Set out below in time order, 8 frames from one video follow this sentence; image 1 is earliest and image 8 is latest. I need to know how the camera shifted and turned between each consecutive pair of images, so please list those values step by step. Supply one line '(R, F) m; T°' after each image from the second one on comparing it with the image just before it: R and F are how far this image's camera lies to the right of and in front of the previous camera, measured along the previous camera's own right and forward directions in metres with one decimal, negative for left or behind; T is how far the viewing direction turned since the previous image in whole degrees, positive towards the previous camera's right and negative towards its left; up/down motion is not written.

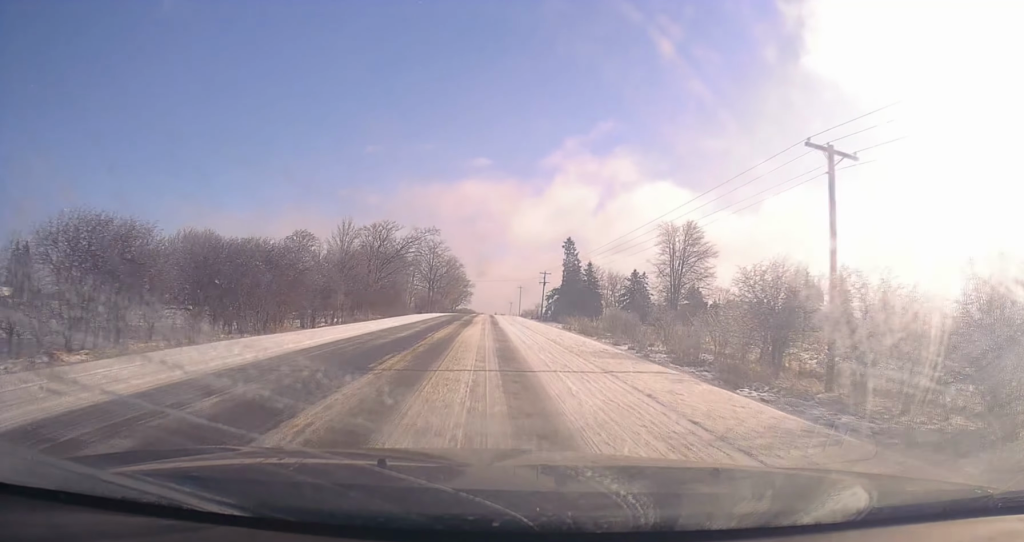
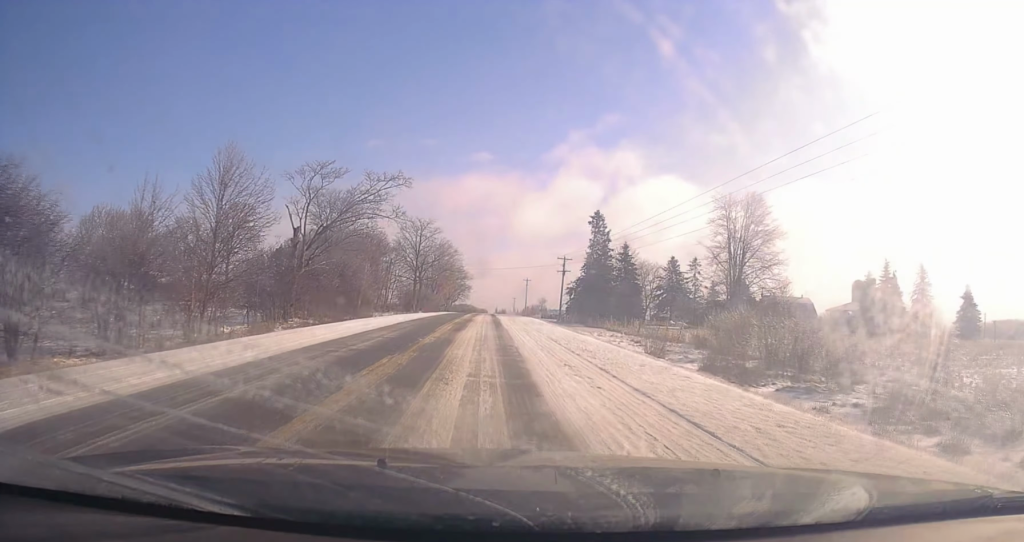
(0.0, +26.6) m; +1°
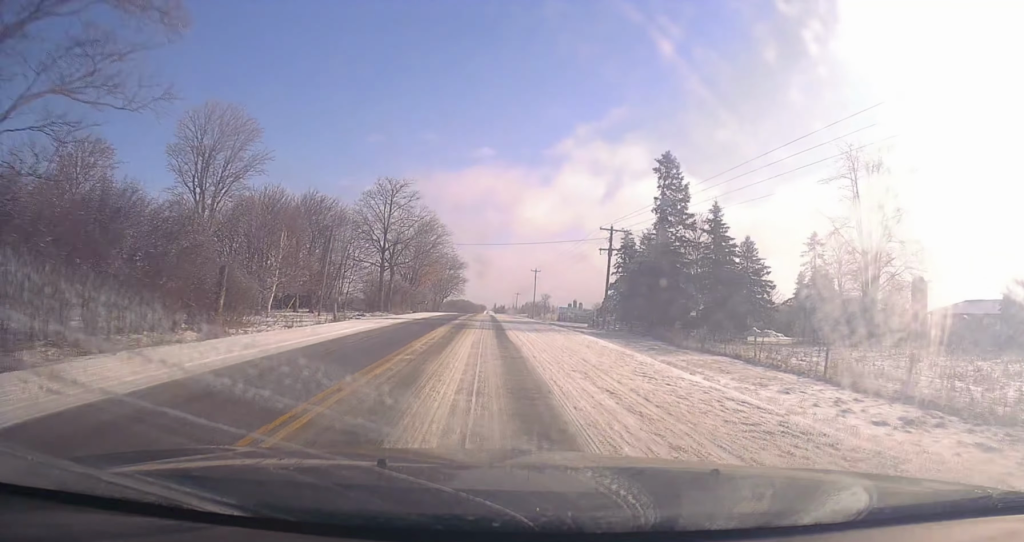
(+0.5, +31.6) m; +1°
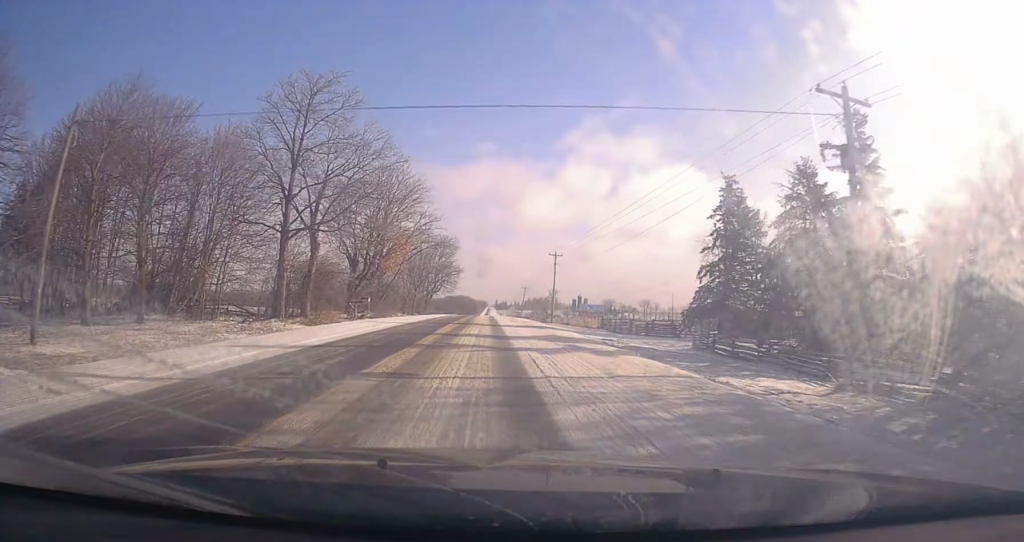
(+0.2, +35.4) m; -1°
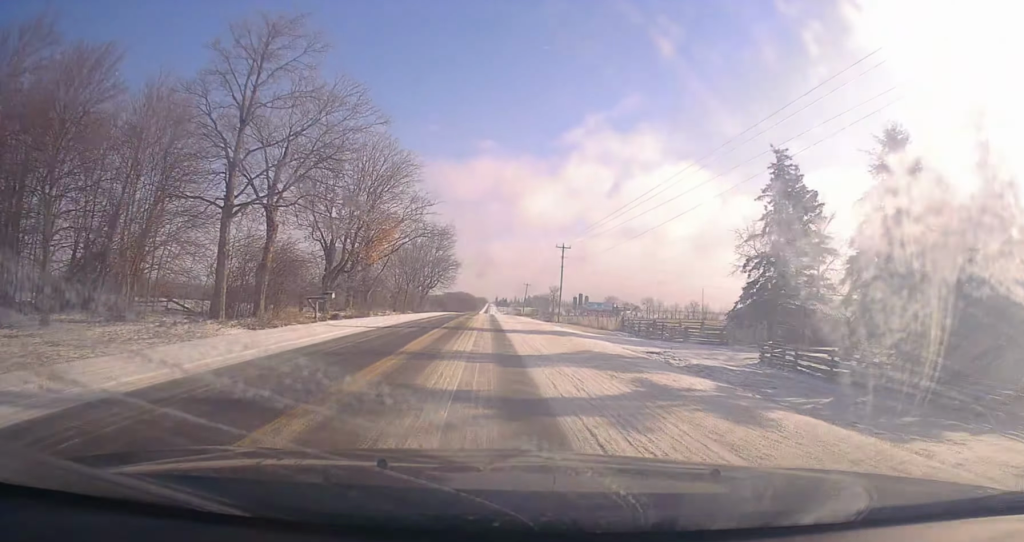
(0.0, +9.5) m; -1°
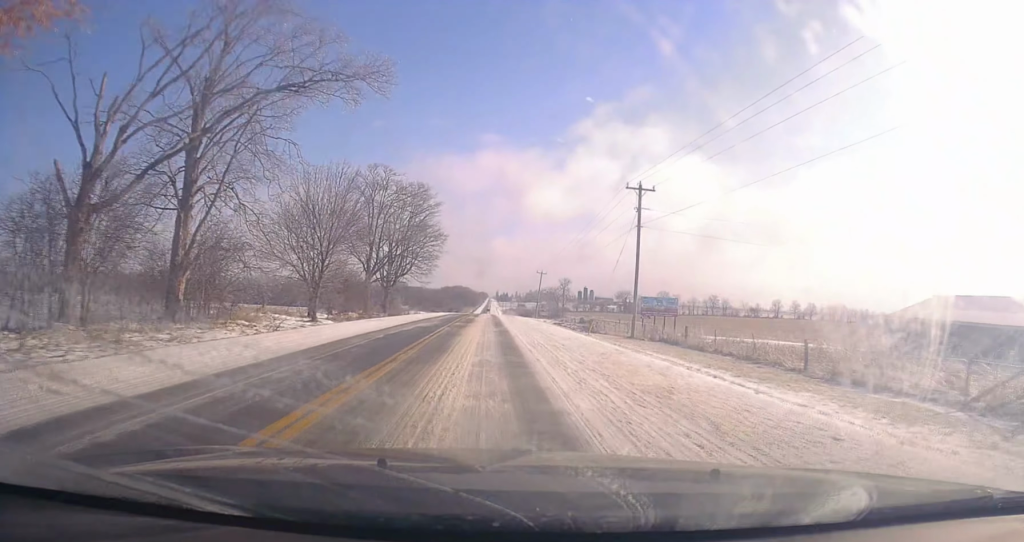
(-0.3, +41.0) m; +1°
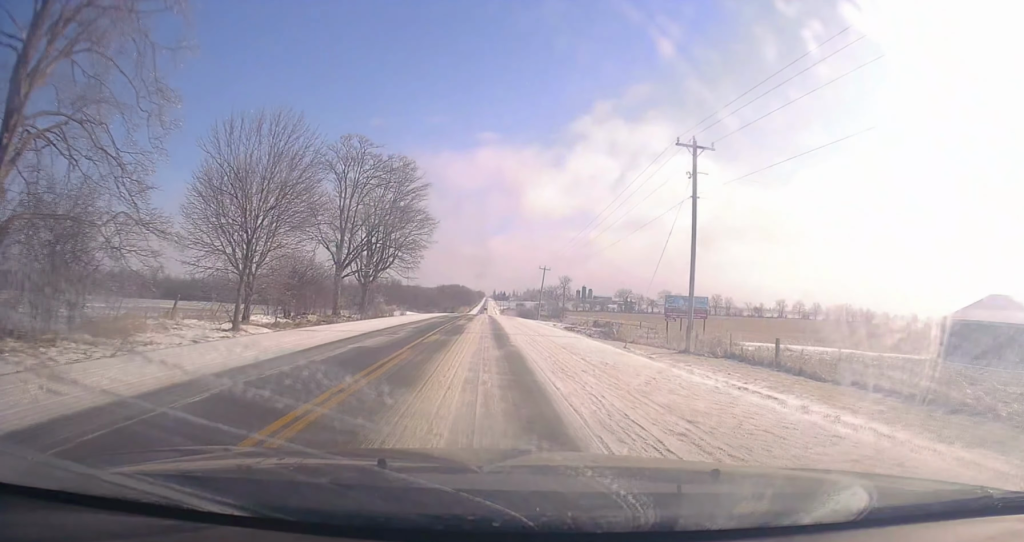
(+0.1, +12.2) m; +1°
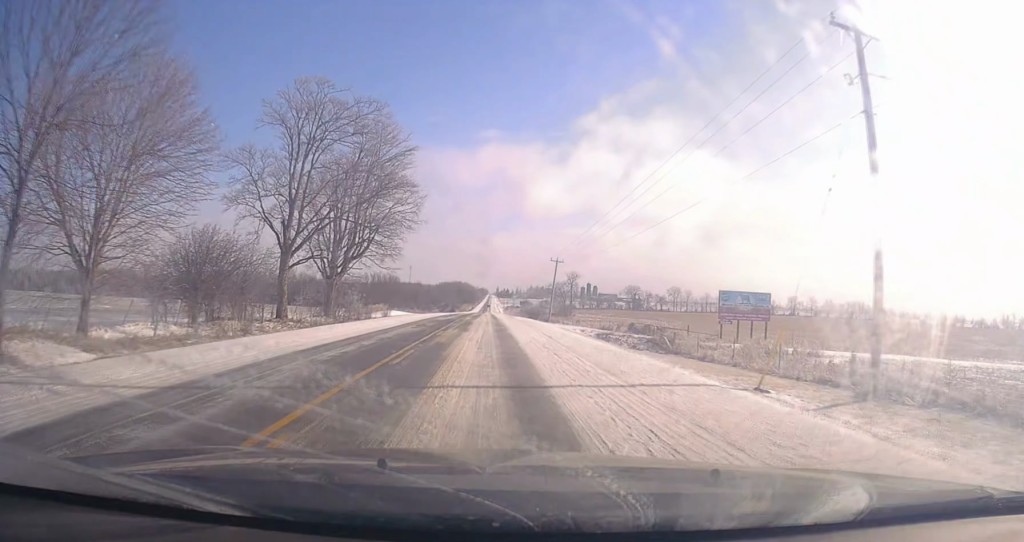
(+0.1, +14.8) m; 0°
